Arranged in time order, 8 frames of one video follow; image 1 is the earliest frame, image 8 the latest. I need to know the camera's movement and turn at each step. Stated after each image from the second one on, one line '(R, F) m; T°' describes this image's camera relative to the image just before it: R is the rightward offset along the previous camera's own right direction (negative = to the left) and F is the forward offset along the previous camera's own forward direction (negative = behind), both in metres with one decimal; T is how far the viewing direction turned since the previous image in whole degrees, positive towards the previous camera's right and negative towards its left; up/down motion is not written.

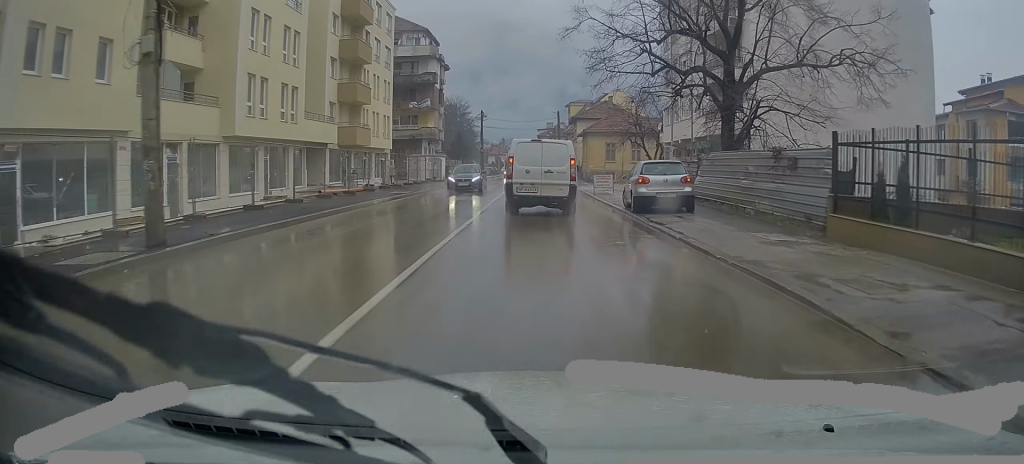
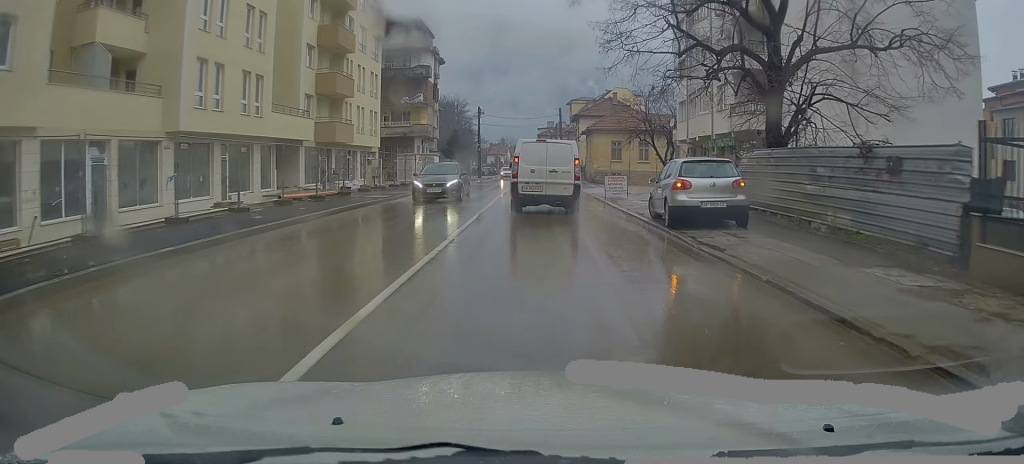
(-0.1, +4.6) m; -1°
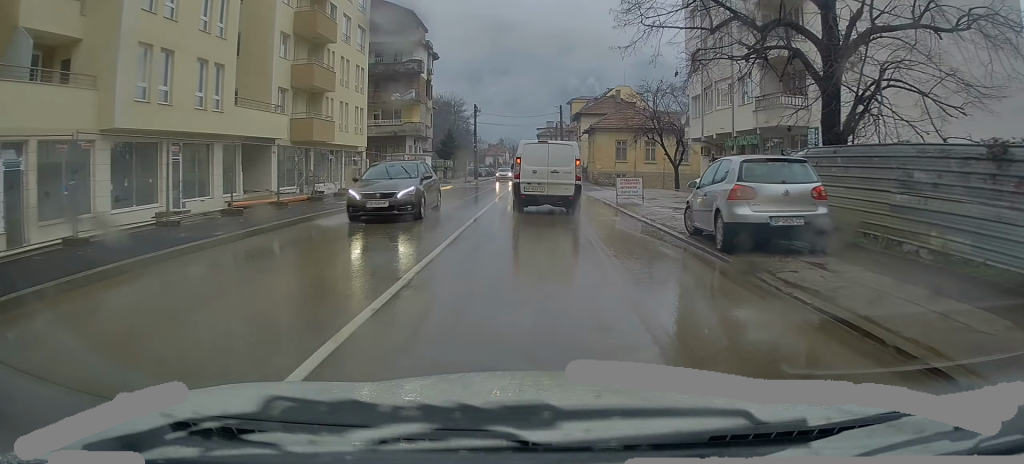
(+0.2, +3.9) m; 0°
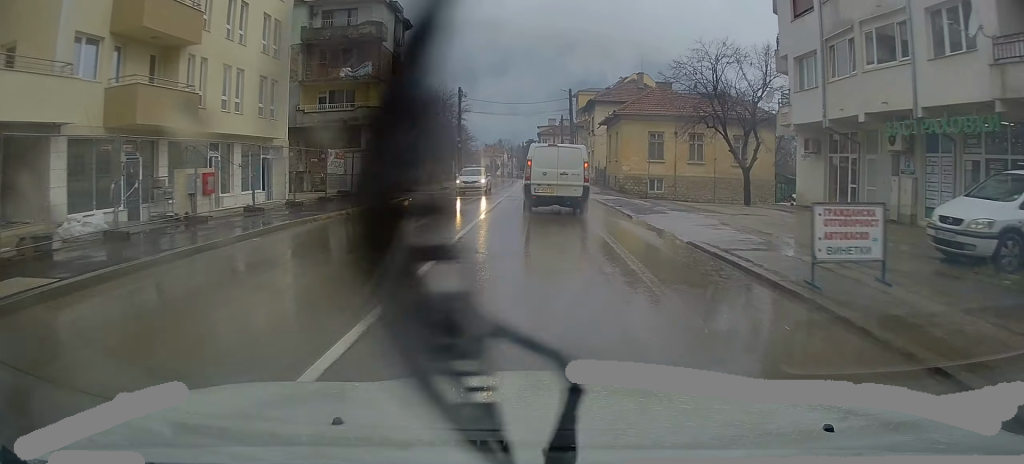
(-0.4, +16.1) m; -2°
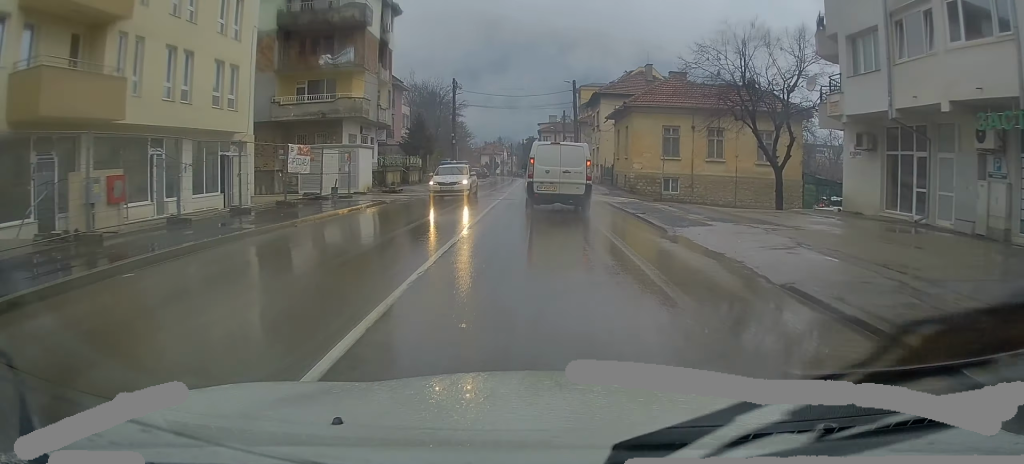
(-0.1, +4.4) m; +1°
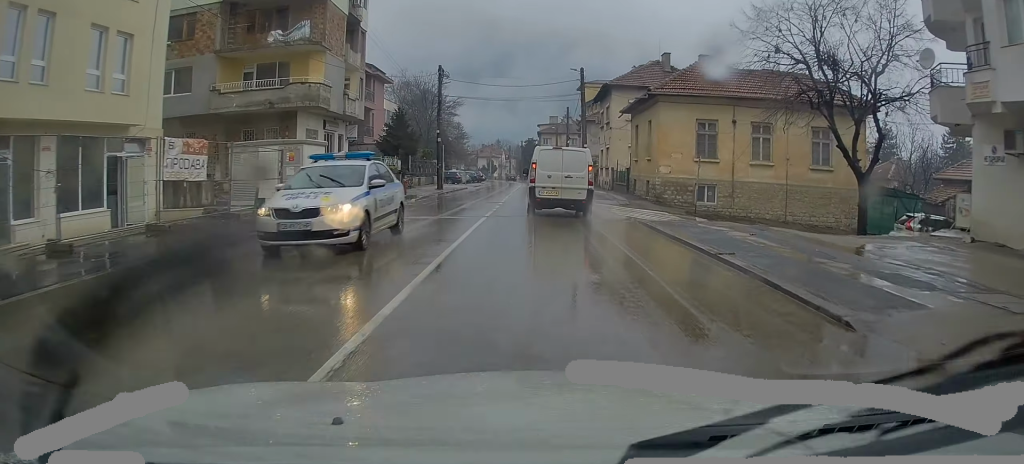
(+0.2, +7.8) m; +1°
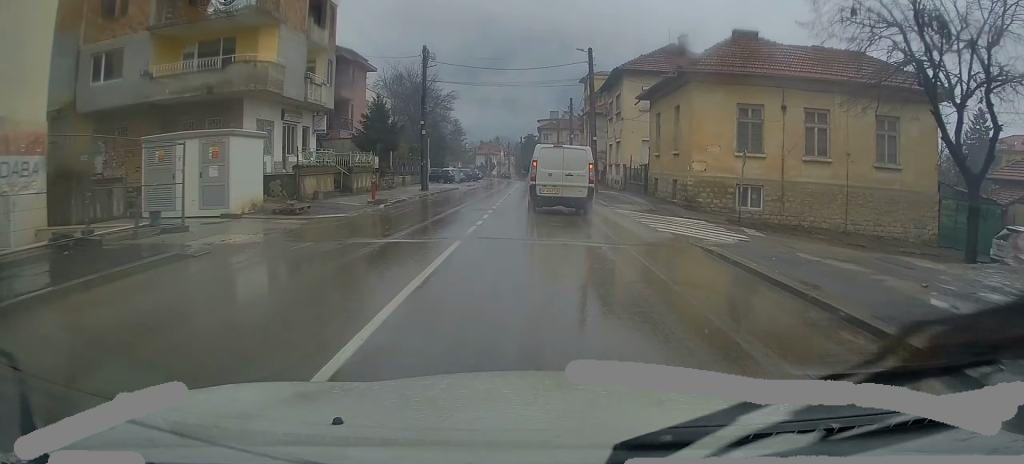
(+0.3, +6.2) m; 0°
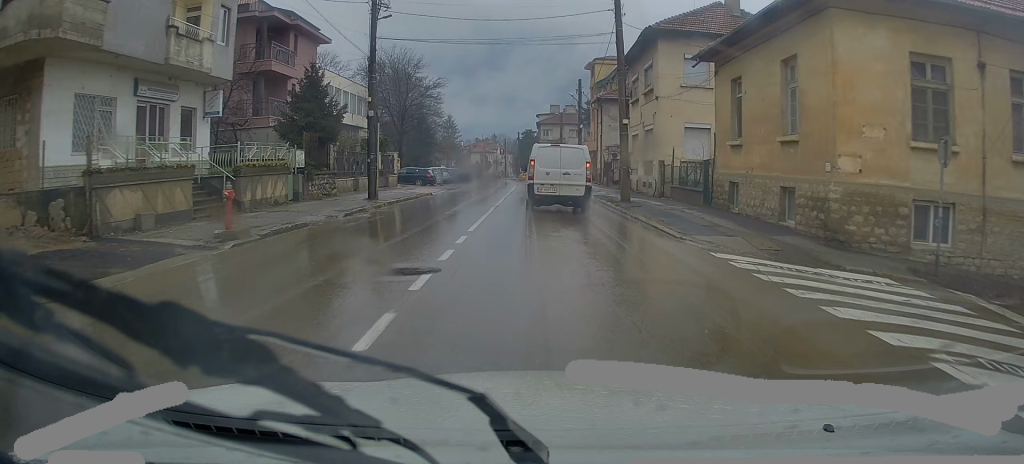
(-0.3, +12.2) m; 0°
